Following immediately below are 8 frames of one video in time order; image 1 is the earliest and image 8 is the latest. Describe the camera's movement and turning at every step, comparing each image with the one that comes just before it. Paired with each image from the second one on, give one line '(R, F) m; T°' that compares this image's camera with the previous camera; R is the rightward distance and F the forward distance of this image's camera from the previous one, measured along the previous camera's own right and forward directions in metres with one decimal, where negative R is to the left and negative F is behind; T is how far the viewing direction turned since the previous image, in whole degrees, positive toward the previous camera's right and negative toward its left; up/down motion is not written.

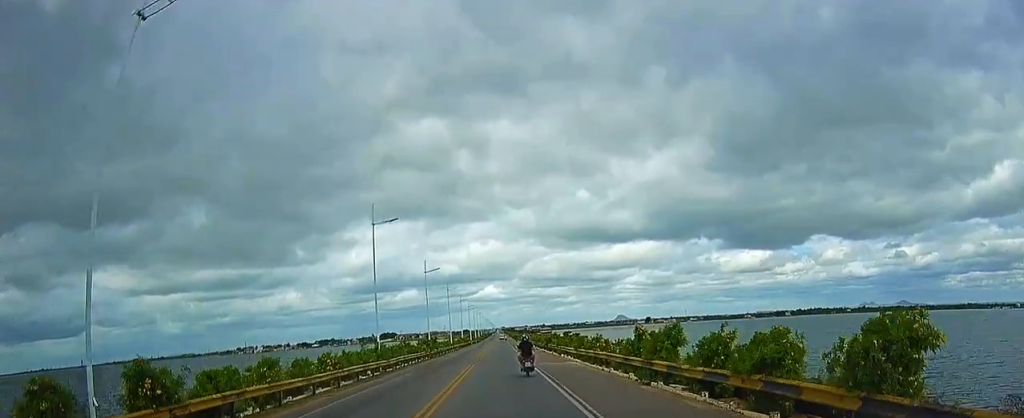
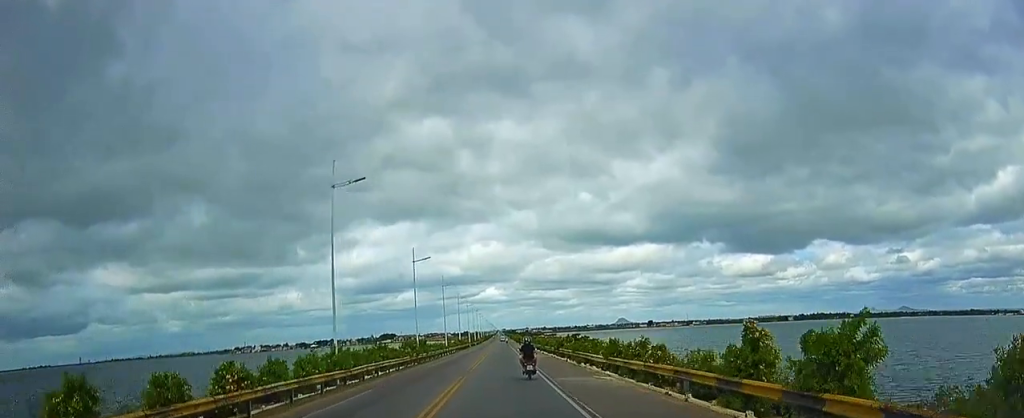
(+0.1, +10.9) m; 0°
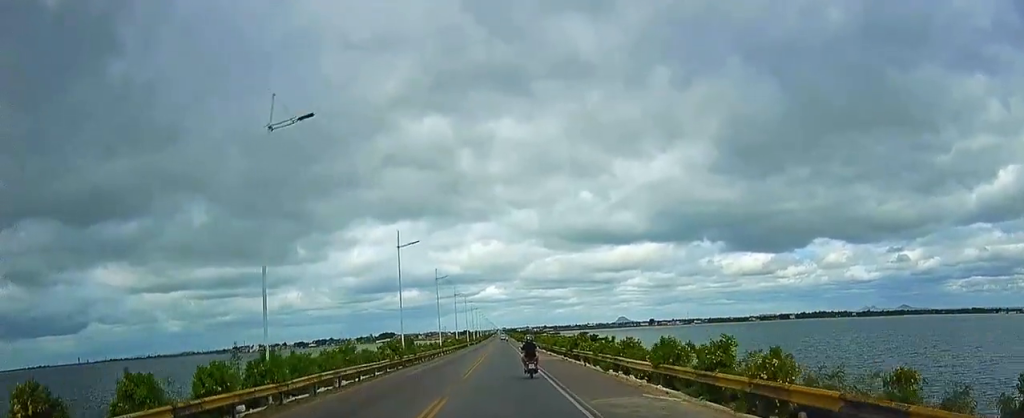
(+0.3, +9.2) m; 0°
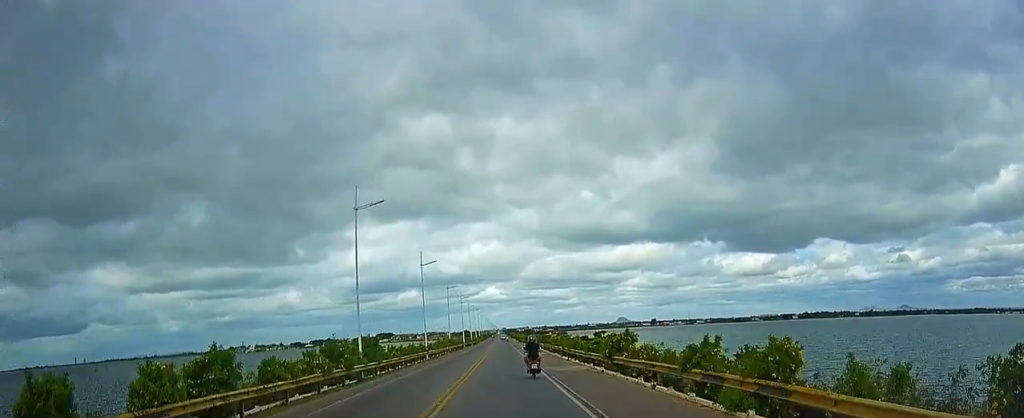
(-0.4, +15.8) m; -2°
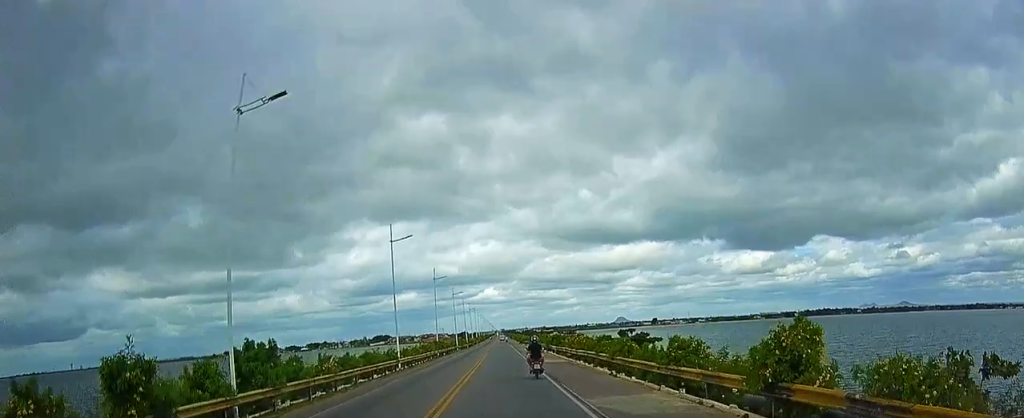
(-0.2, +17.5) m; 0°
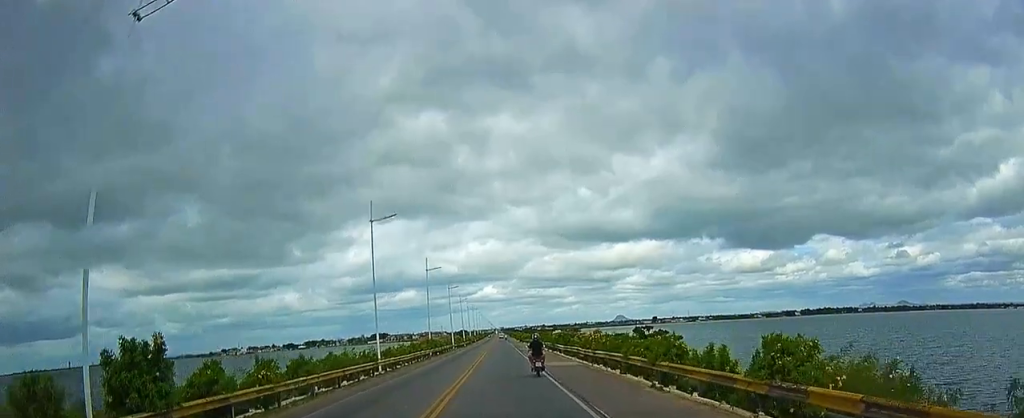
(0.0, +7.5) m; 0°
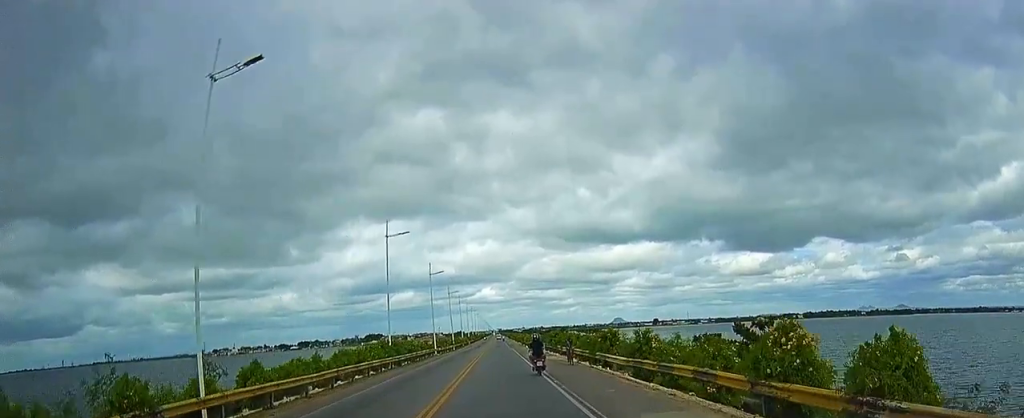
(+0.5, +24.6) m; +1°
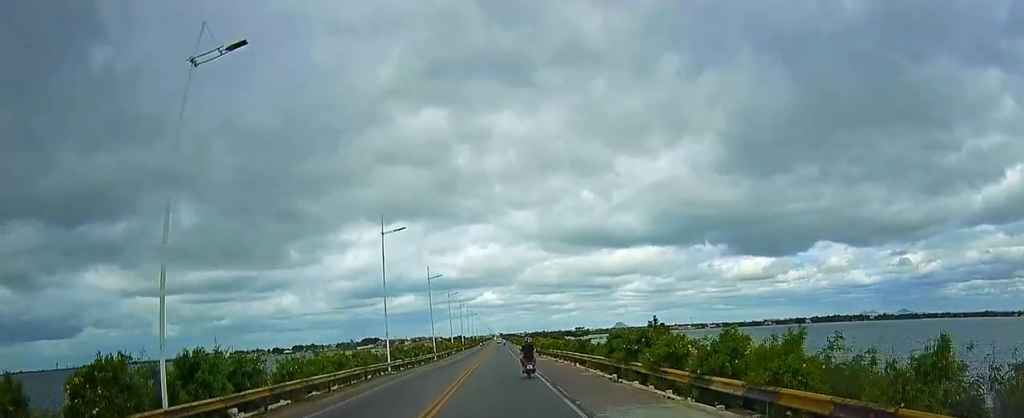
(-0.2, +32.1) m; 0°
